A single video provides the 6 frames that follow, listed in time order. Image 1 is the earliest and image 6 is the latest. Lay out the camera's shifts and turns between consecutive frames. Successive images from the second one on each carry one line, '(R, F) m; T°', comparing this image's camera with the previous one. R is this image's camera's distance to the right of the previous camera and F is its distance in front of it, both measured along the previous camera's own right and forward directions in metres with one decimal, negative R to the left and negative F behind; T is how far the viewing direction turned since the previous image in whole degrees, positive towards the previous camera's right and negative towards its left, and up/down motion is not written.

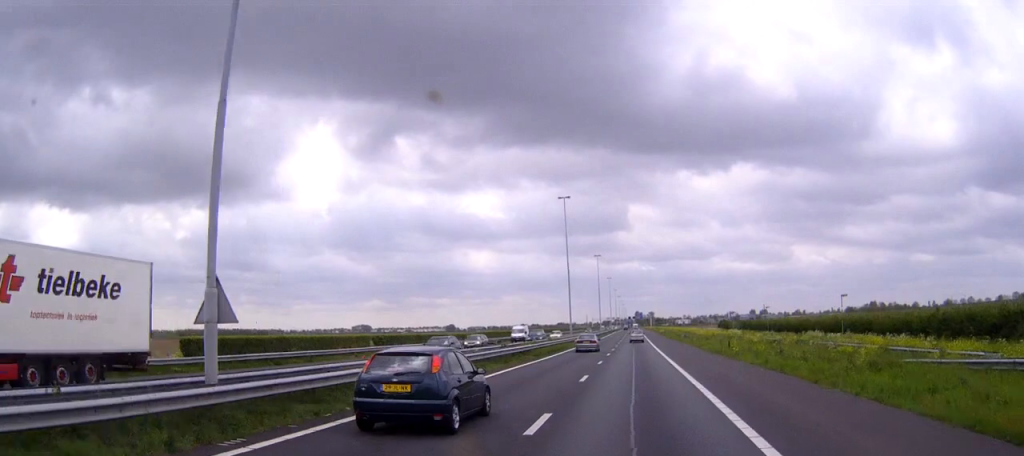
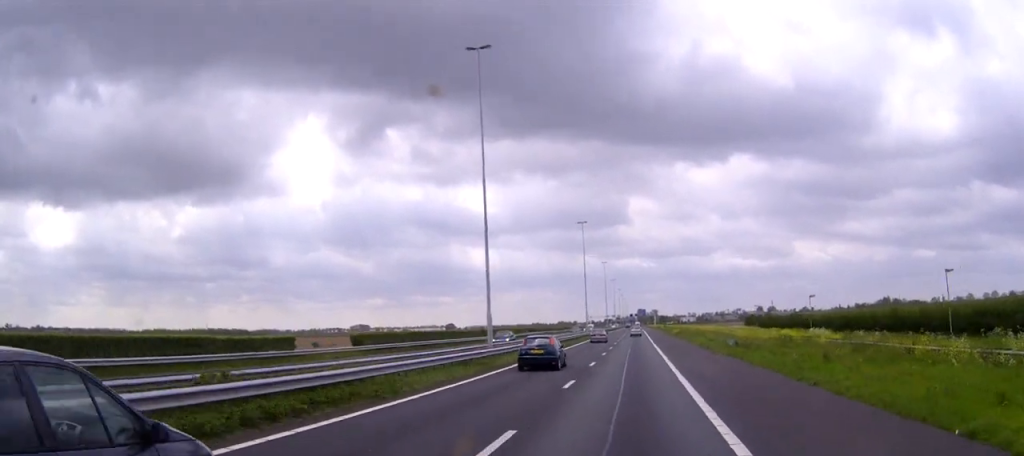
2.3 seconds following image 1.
(+0.2, +50.2) m; 0°
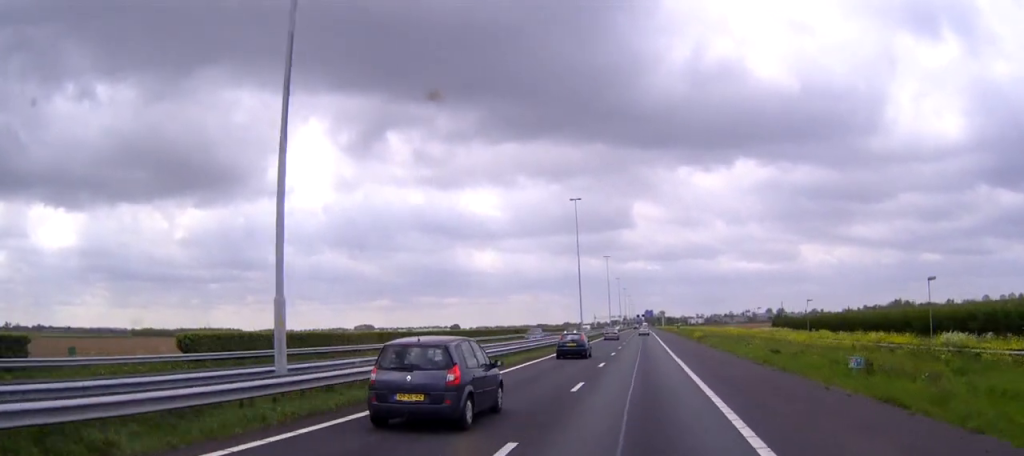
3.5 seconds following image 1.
(0.0, +25.9) m; 0°
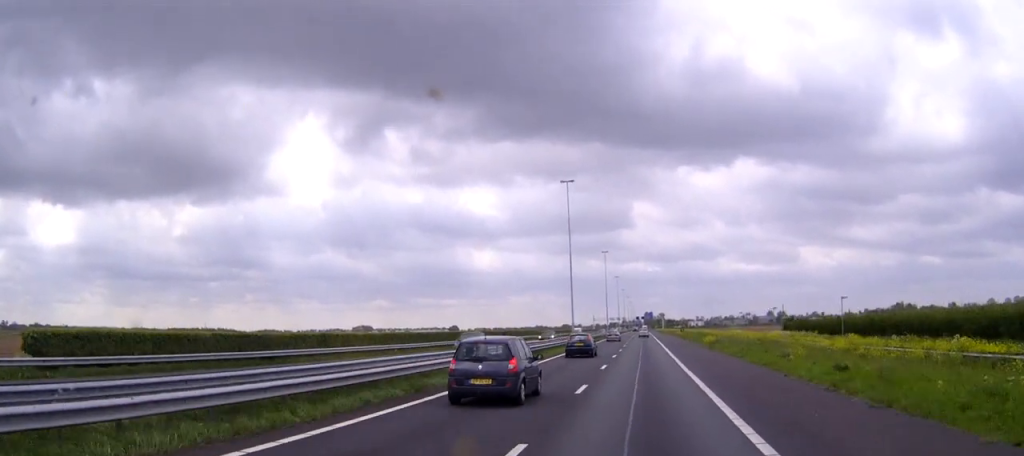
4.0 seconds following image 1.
(0.0, +11.9) m; 0°
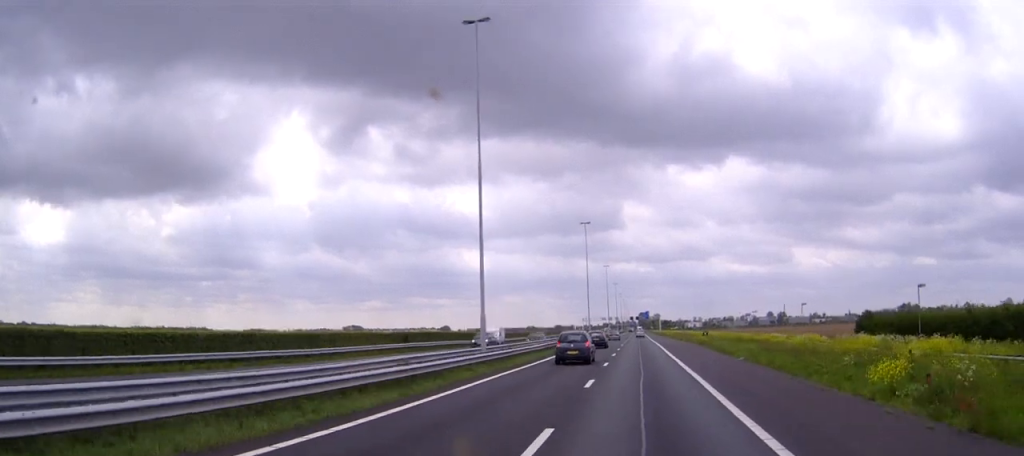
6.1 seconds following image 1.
(+0.1, +46.6) m; 0°
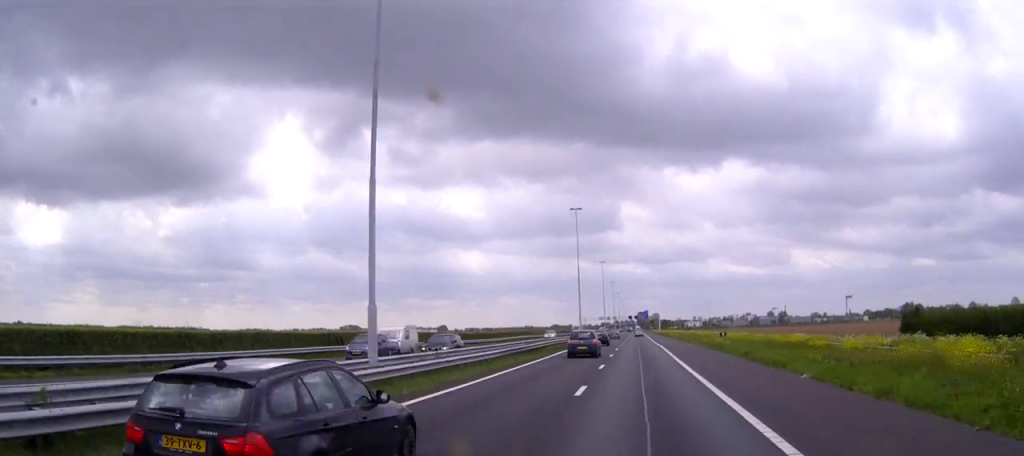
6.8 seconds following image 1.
(0.0, +15.4) m; 0°
